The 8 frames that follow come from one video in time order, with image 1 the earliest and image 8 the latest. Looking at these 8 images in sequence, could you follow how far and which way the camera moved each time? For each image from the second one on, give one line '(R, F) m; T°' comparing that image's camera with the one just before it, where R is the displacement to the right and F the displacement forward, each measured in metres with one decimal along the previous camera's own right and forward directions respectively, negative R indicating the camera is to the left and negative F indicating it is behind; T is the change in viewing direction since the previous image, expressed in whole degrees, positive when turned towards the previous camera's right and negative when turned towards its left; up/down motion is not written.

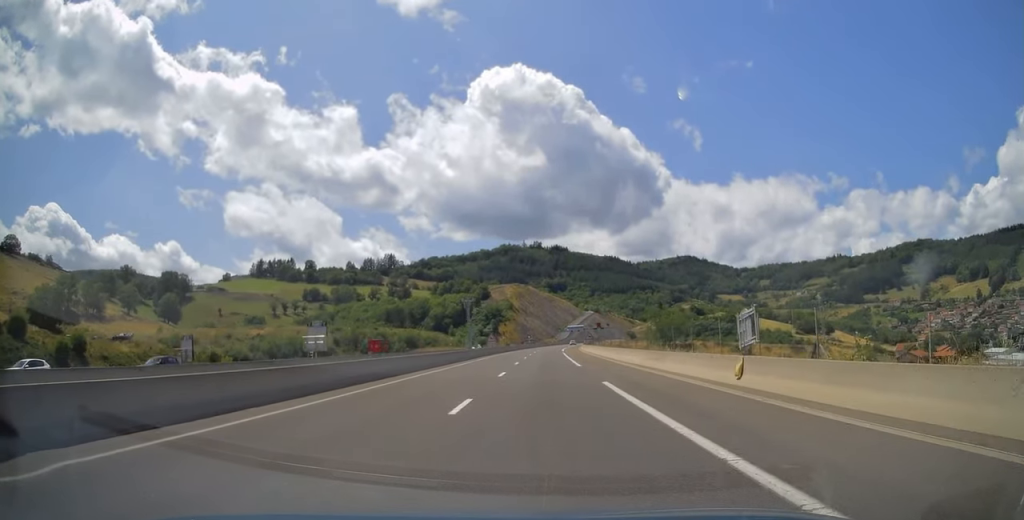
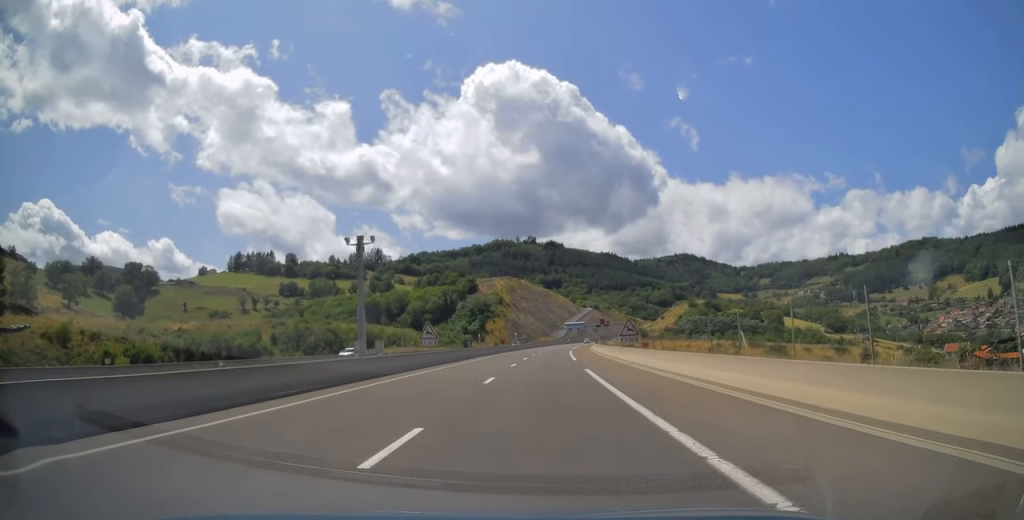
(+0.2, +44.2) m; 0°
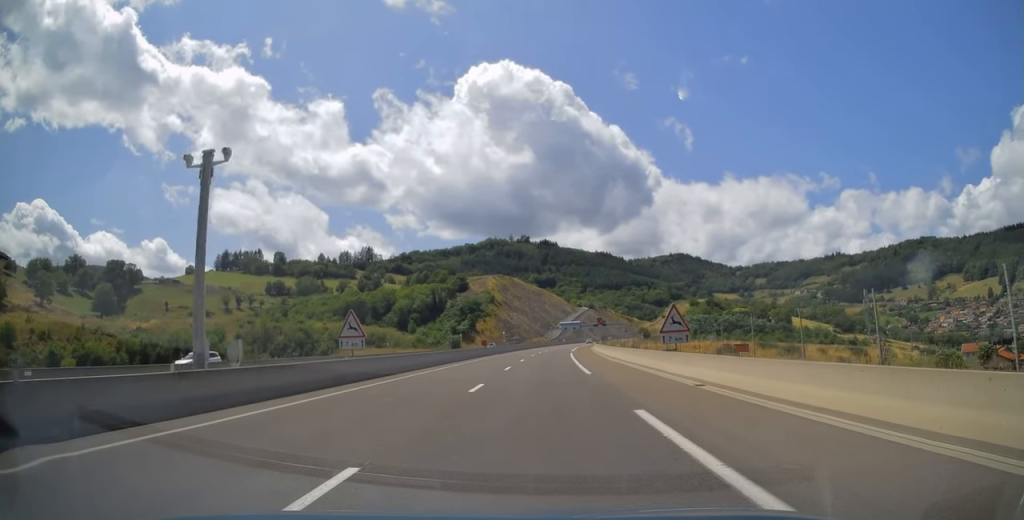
(+0.1, +16.1) m; 0°
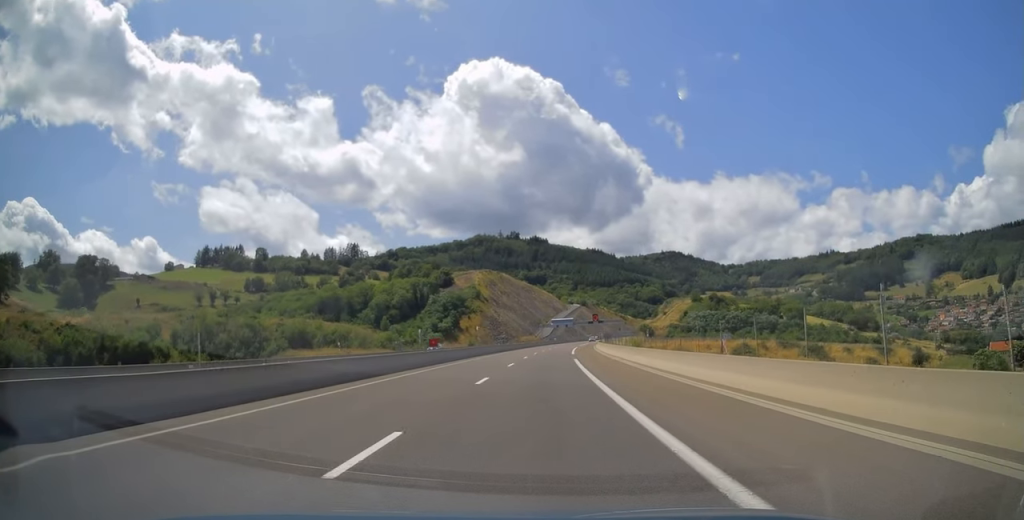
(+0.2, +23.4) m; +1°
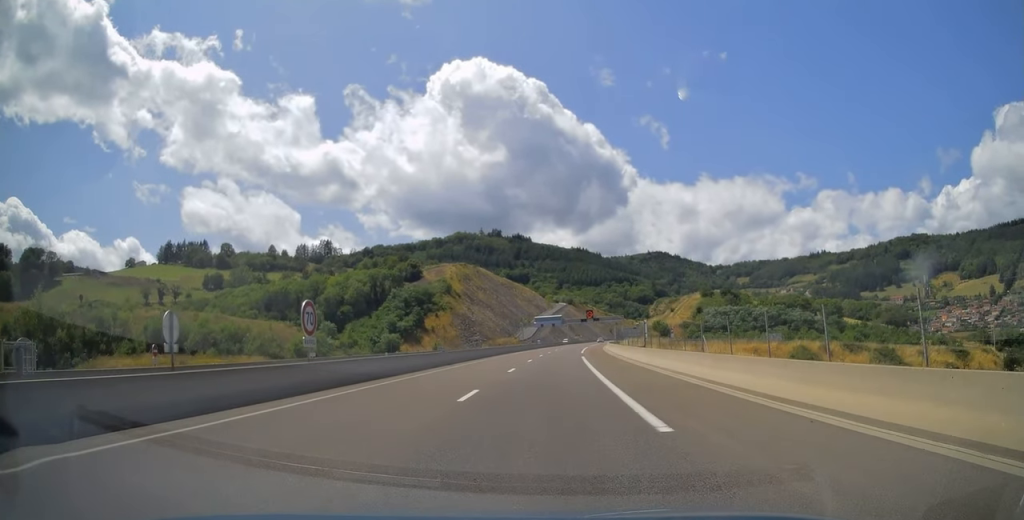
(+0.6, +44.1) m; +2°
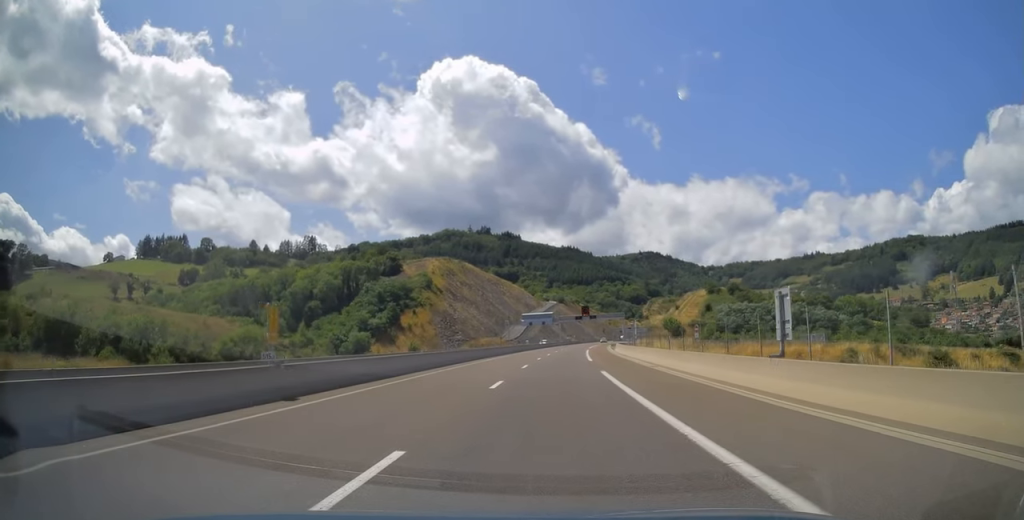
(+0.2, +22.2) m; +1°
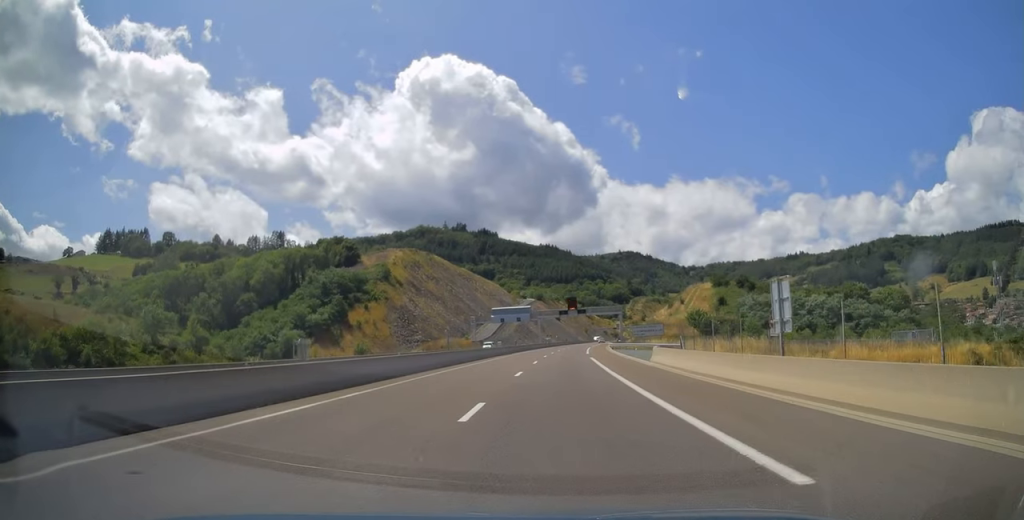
(+0.6, +33.2) m; +2°
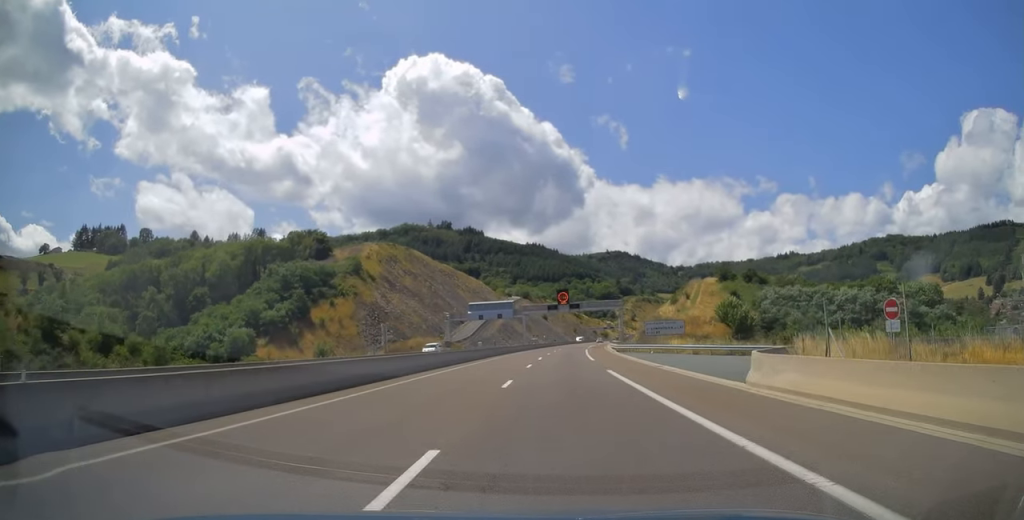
(+0.1, +18.7) m; +1°
